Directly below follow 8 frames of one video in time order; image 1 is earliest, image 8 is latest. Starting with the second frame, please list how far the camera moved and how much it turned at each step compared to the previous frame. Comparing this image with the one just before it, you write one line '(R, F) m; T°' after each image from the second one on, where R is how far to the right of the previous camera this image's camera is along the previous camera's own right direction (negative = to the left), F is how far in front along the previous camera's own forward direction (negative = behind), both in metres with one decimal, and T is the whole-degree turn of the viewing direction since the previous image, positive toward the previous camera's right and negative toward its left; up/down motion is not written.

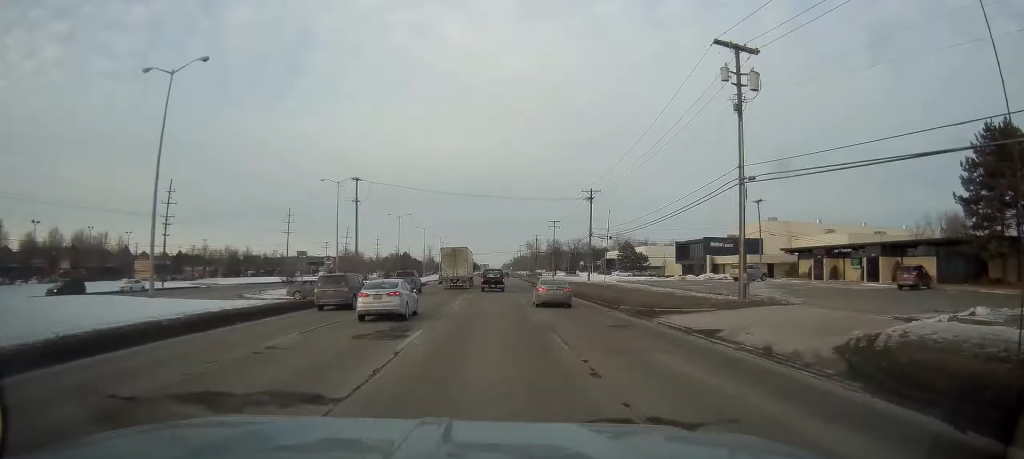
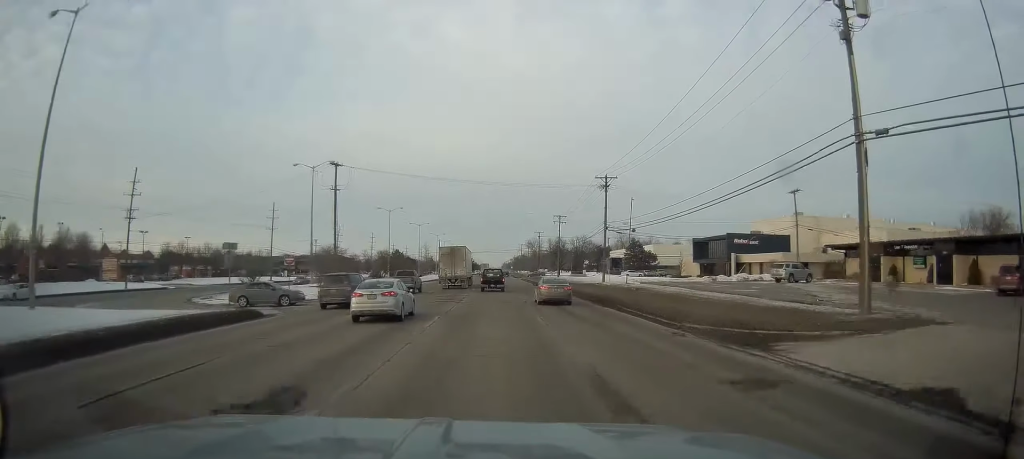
(+0.3, +11.5) m; 0°
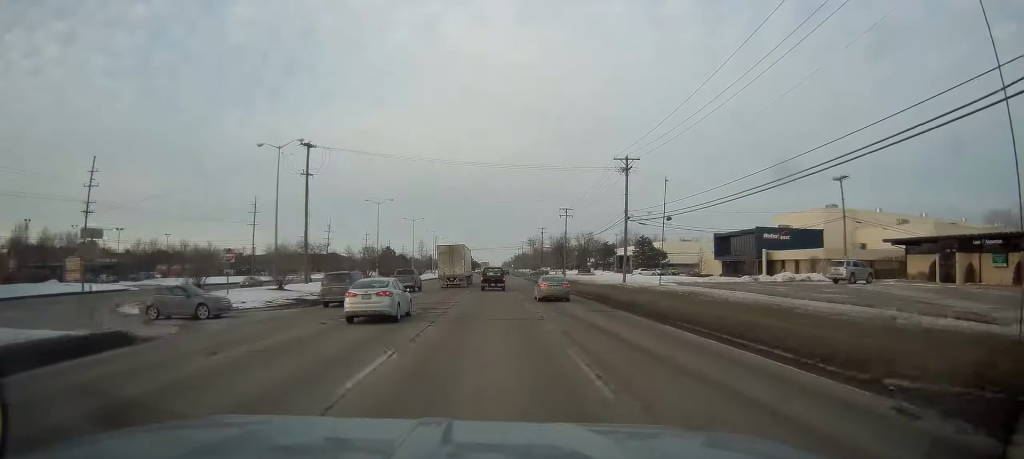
(-0.2, +11.9) m; 0°
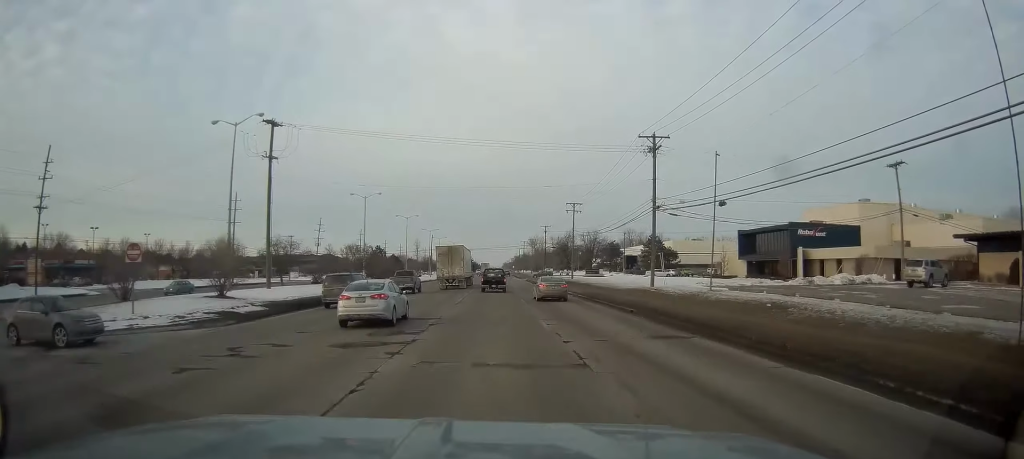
(-0.2, +11.2) m; 0°
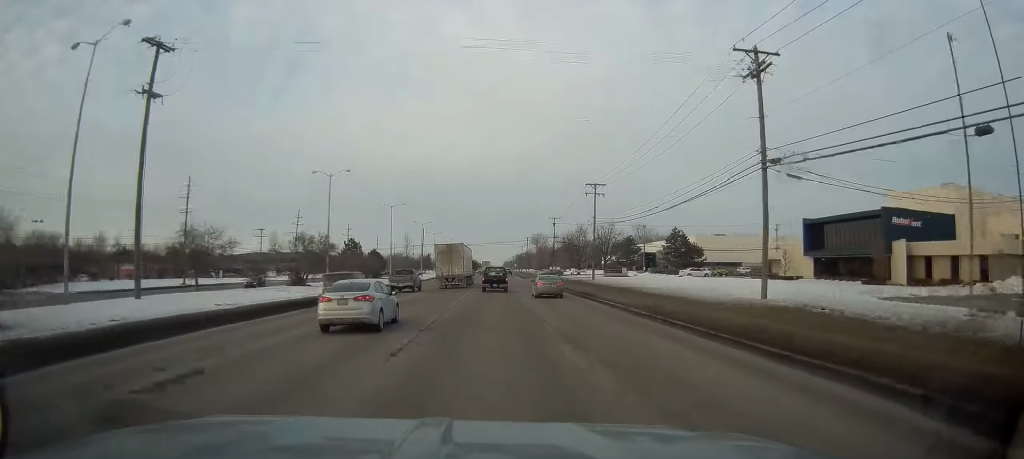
(+0.2, +19.5) m; +1°
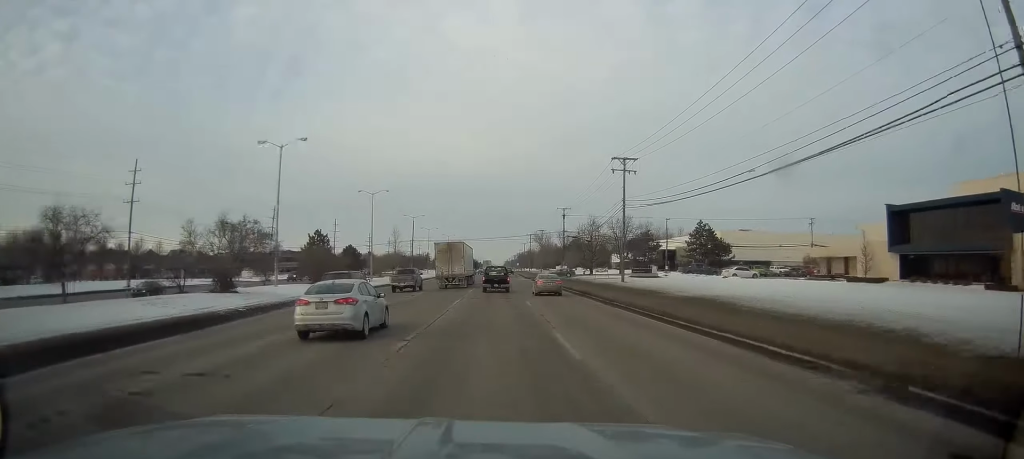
(+0.1, +15.8) m; 0°
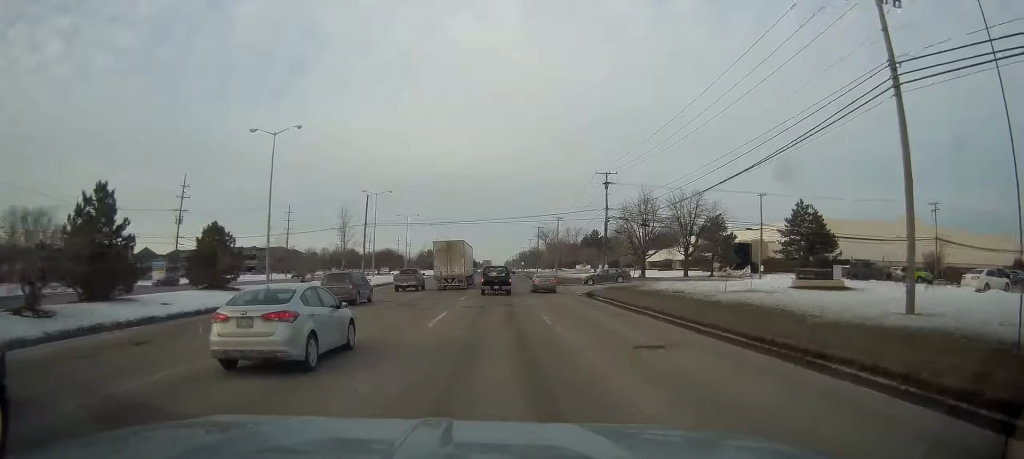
(-0.4, +38.7) m; 0°
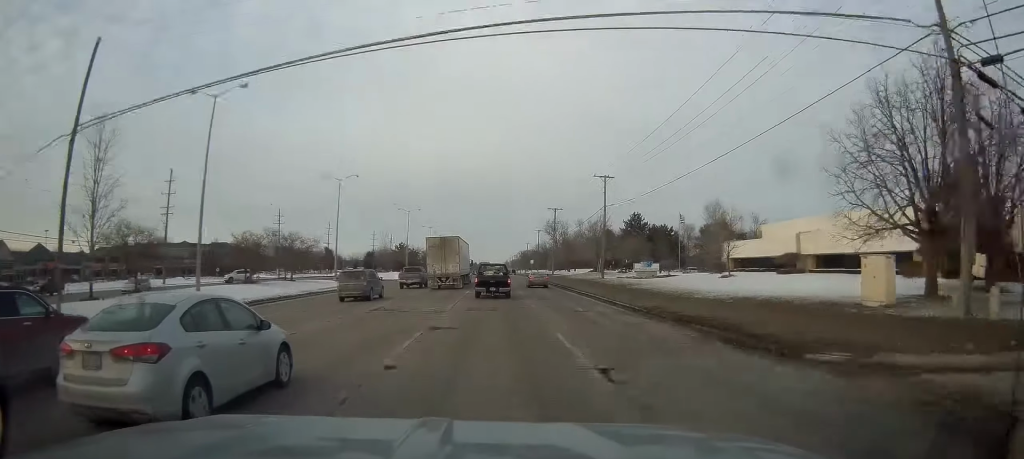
(+0.2, +51.7) m; 0°
